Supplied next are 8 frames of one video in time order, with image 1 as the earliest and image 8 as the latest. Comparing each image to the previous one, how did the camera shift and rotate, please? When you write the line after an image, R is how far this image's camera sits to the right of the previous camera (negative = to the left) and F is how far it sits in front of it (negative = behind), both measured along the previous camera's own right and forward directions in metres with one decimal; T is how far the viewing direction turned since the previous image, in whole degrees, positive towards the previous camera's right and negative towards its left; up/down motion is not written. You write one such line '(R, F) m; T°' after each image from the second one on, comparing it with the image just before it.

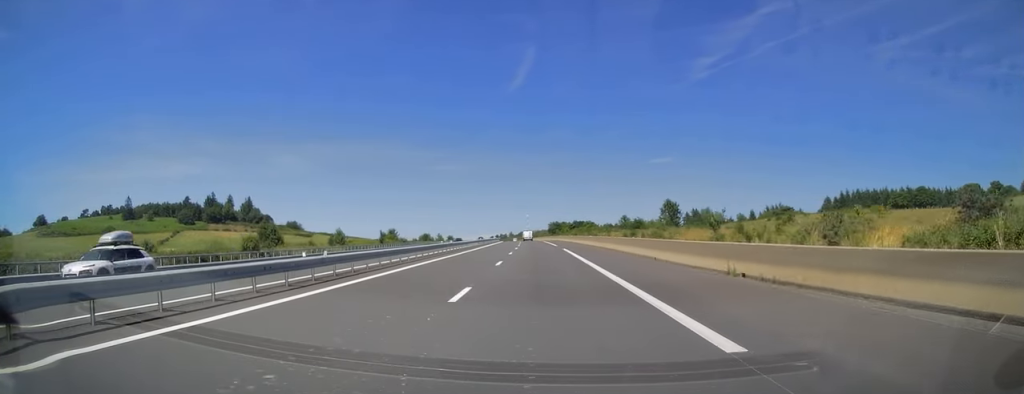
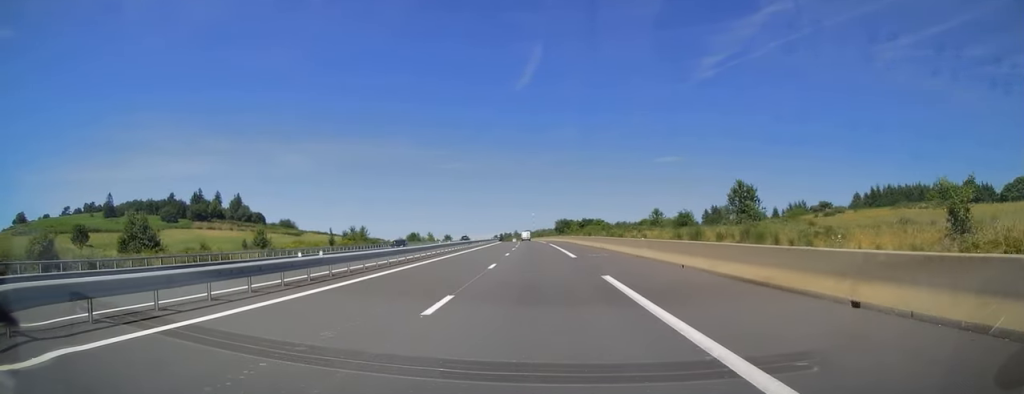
(-0.1, +28.0) m; -1°
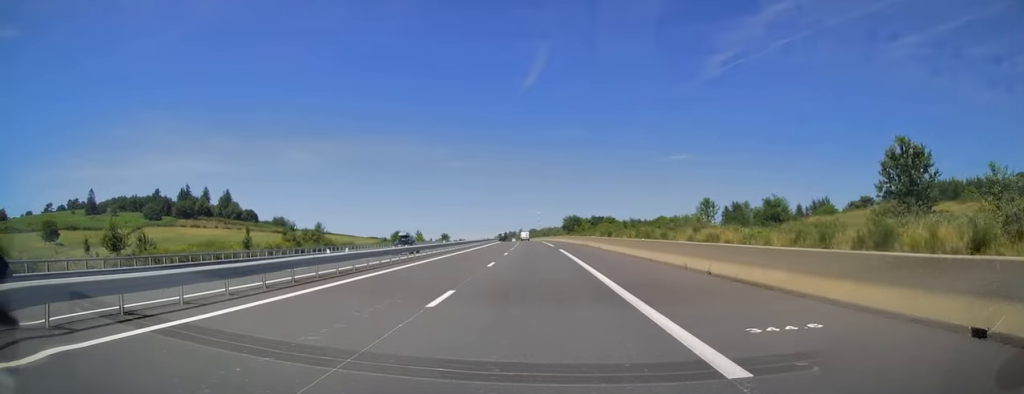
(-0.1, +25.0) m; -1°
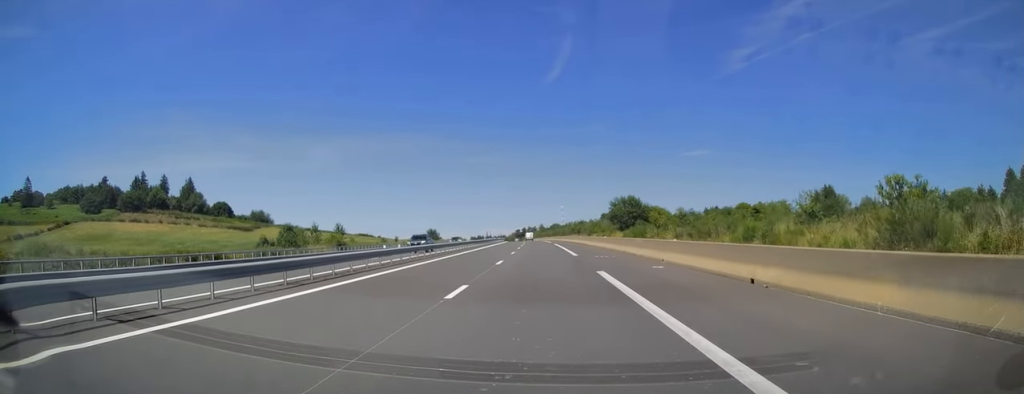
(-1.6, +77.0) m; -2°
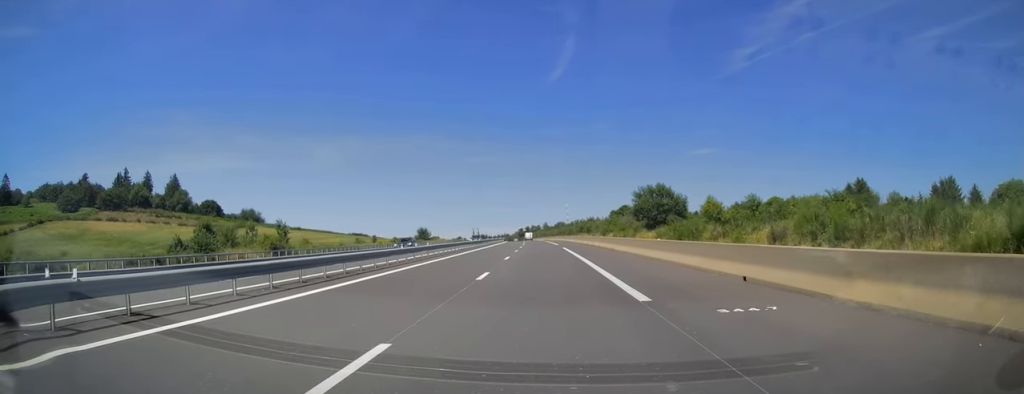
(-0.1, +21.1) m; 0°
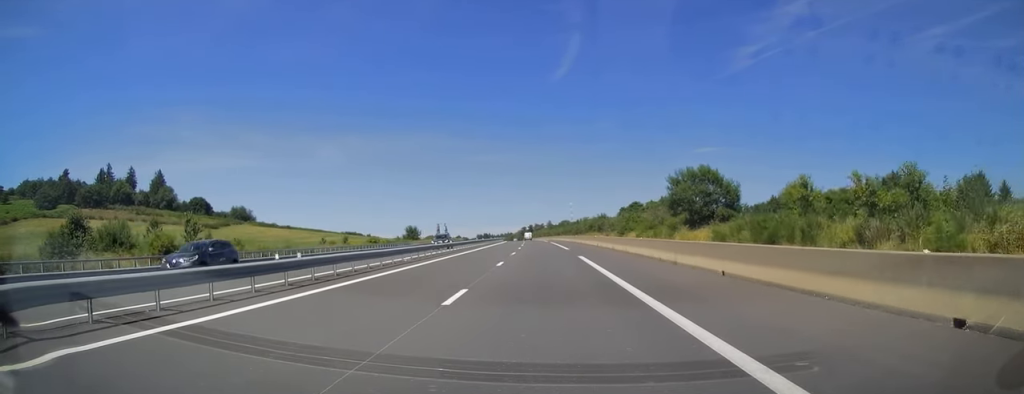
(-0.1, +19.1) m; 0°
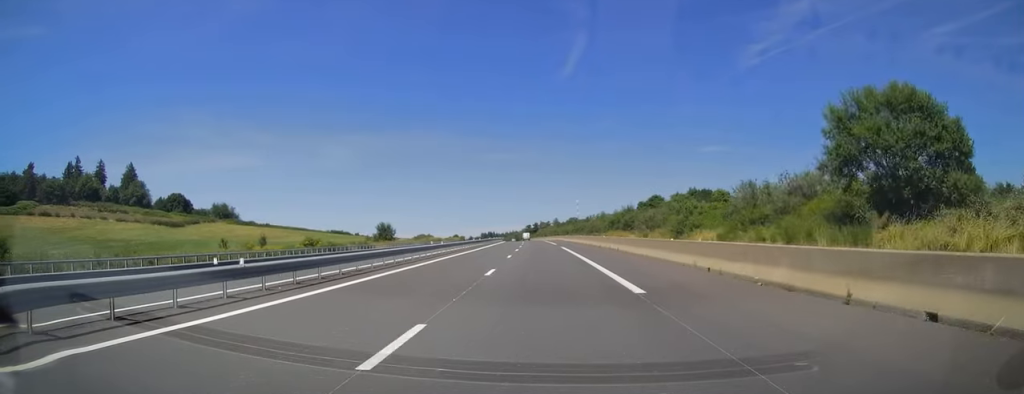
(-0.1, +31.5) m; -1°
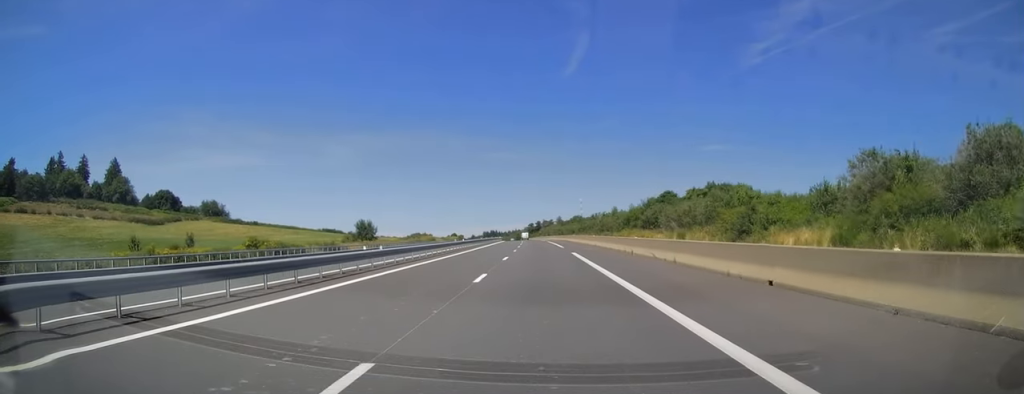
(-0.1, +15.8) m; 0°
